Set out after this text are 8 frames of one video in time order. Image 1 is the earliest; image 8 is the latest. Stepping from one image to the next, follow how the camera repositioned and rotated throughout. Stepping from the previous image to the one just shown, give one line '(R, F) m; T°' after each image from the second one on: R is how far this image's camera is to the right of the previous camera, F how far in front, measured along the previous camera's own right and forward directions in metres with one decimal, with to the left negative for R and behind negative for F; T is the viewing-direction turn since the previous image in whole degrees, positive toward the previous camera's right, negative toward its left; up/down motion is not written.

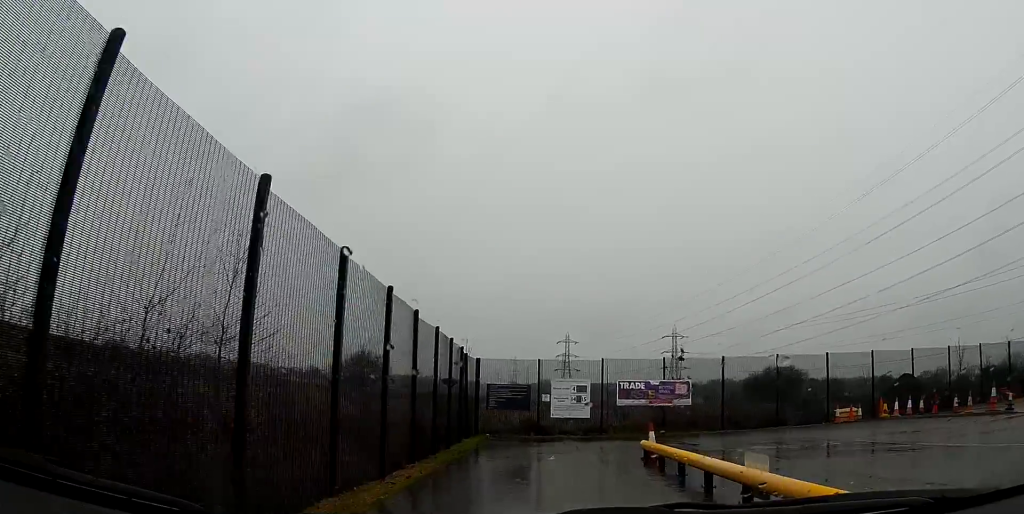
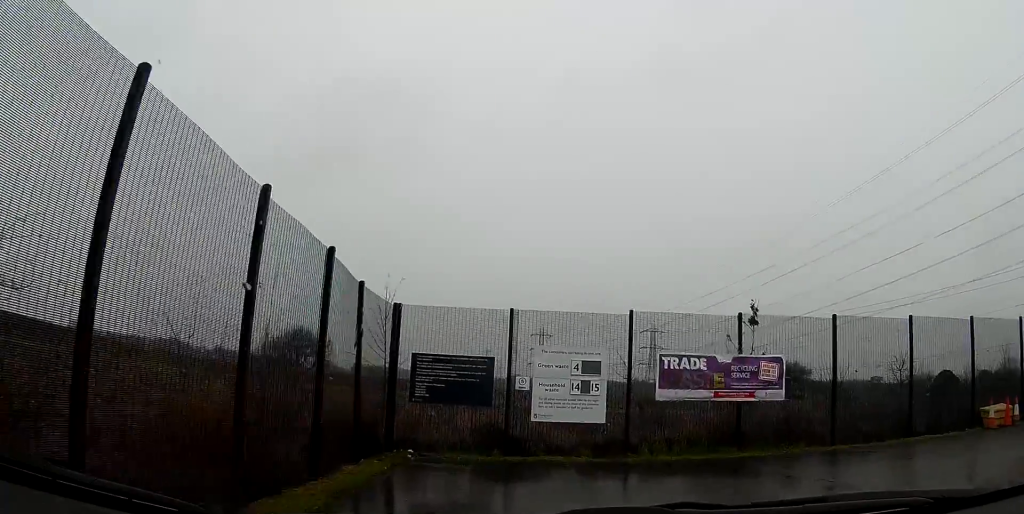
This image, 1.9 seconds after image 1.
(+0.3, +12.8) m; +8°
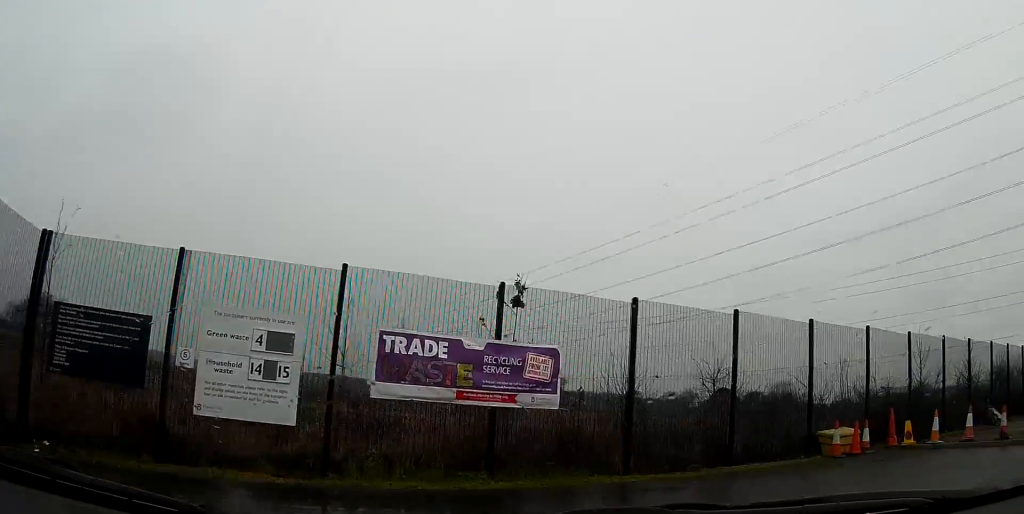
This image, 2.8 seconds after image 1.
(+0.4, +5.0) m; +14°
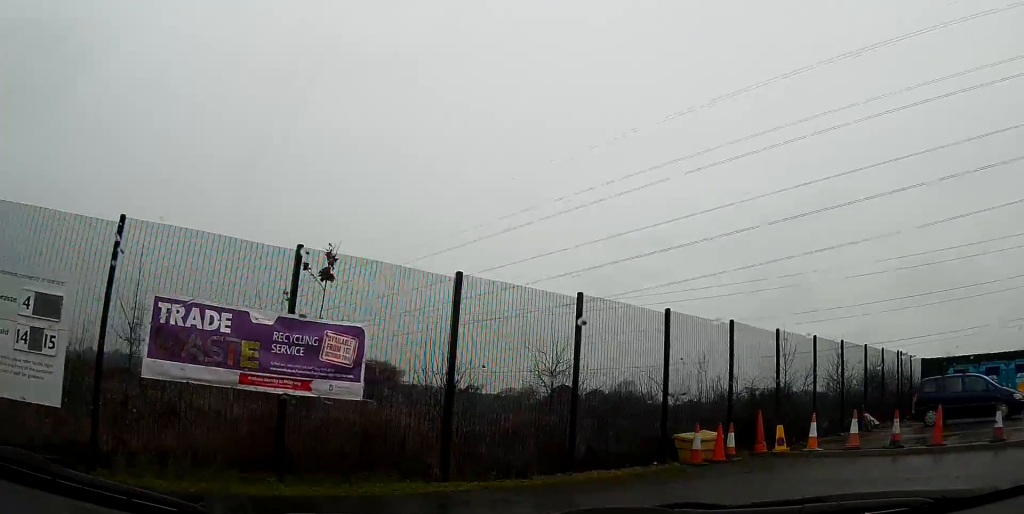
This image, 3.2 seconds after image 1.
(0.0, +2.0) m; +9°
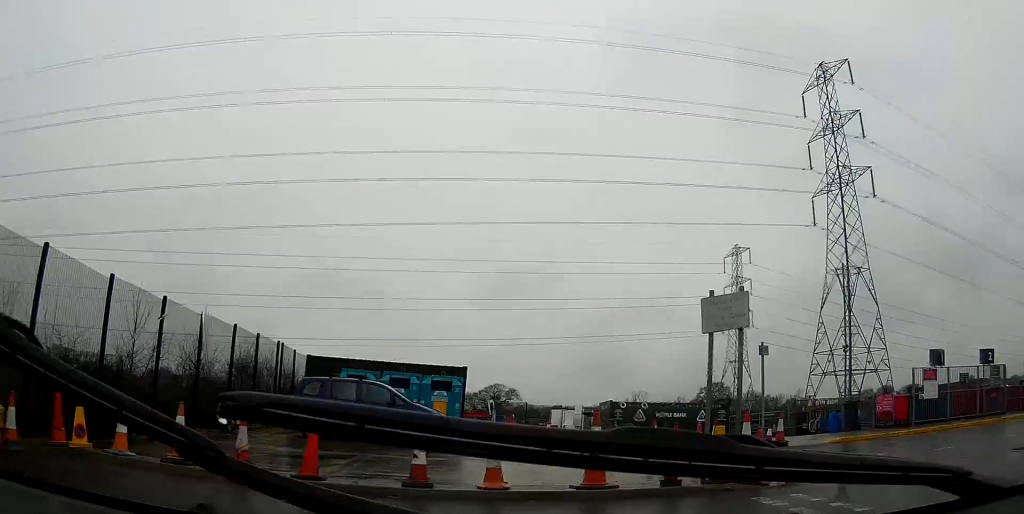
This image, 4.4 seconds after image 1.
(+1.4, +4.7) m; +36°
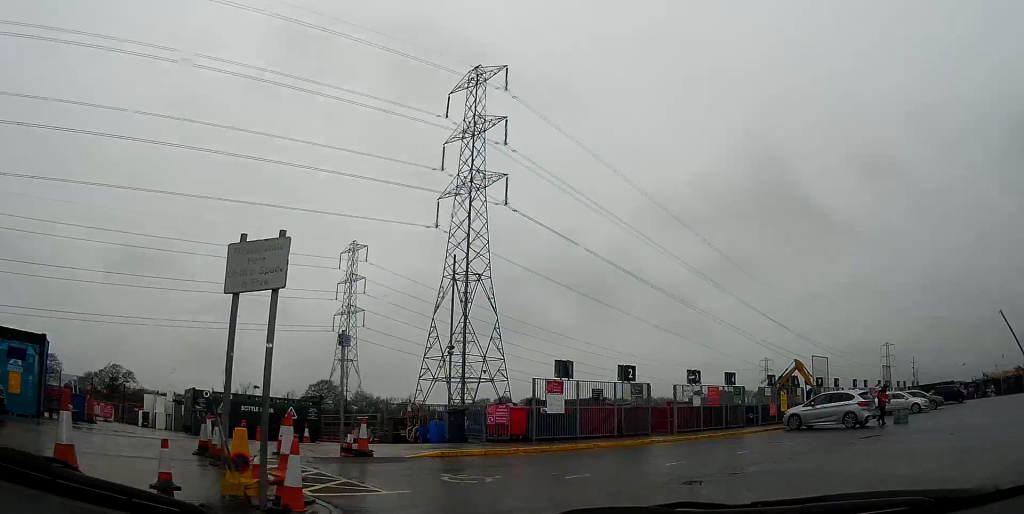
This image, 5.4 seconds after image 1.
(+0.7, +2.7) m; +35°
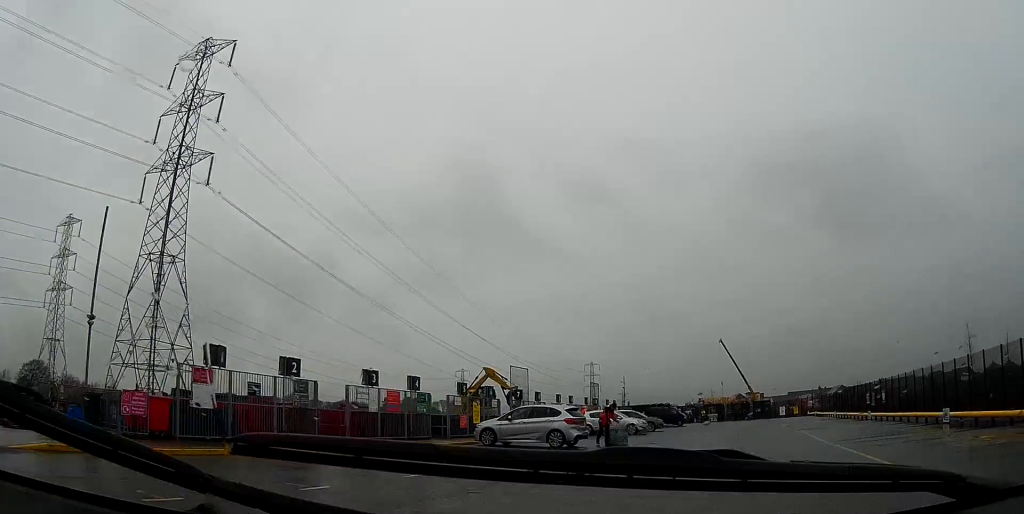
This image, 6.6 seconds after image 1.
(+1.4, +2.3) m; +51°
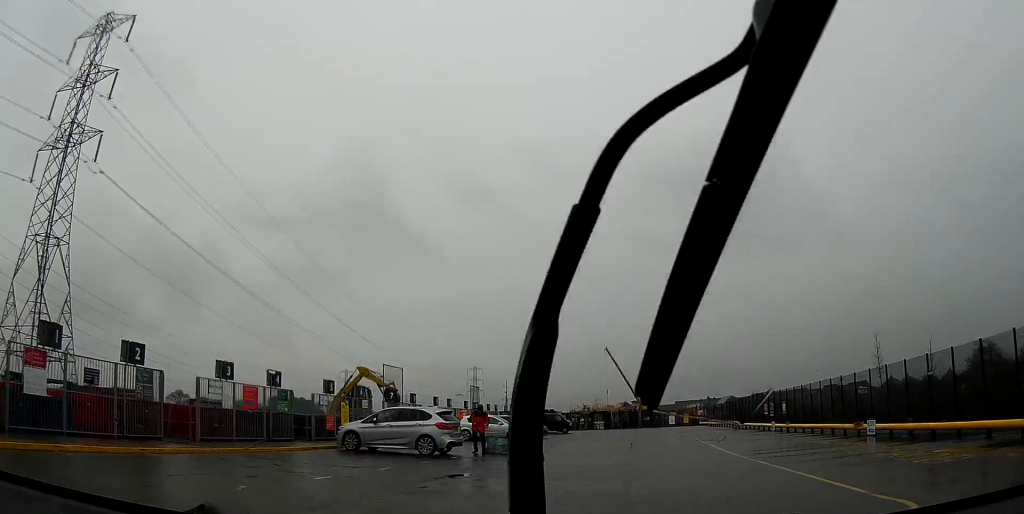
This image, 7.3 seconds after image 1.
(+0.5, +1.7) m; +14°
